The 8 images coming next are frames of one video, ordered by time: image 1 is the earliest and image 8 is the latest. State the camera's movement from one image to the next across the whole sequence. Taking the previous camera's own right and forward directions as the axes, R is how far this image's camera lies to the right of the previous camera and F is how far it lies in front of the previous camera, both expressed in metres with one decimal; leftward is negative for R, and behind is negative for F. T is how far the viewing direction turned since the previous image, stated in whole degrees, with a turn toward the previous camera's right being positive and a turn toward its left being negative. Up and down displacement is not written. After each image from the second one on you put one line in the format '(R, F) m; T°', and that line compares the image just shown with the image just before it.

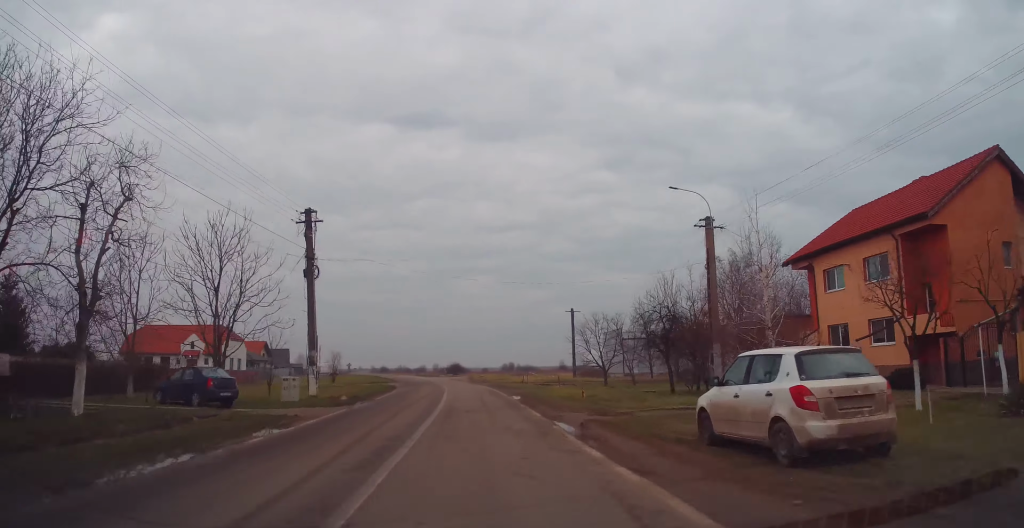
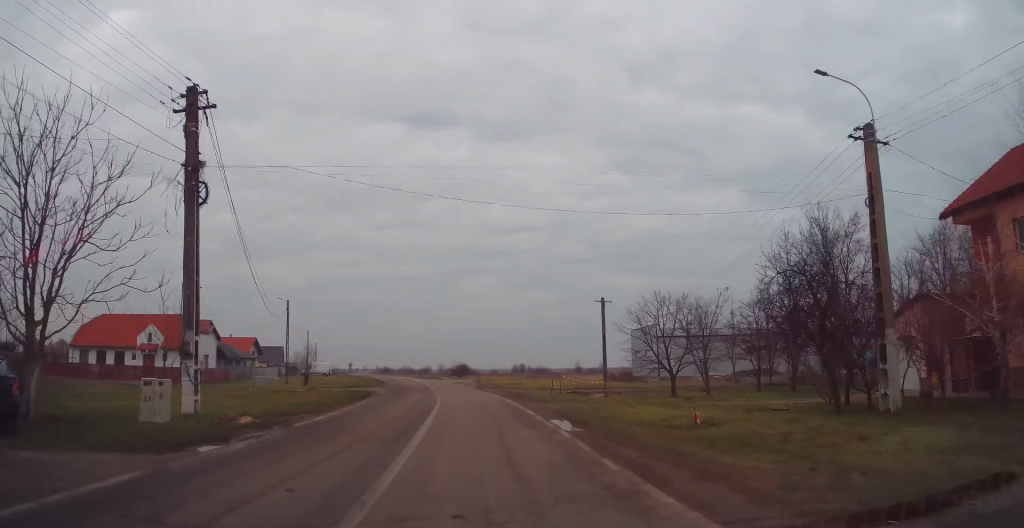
(+0.4, +13.1) m; 0°
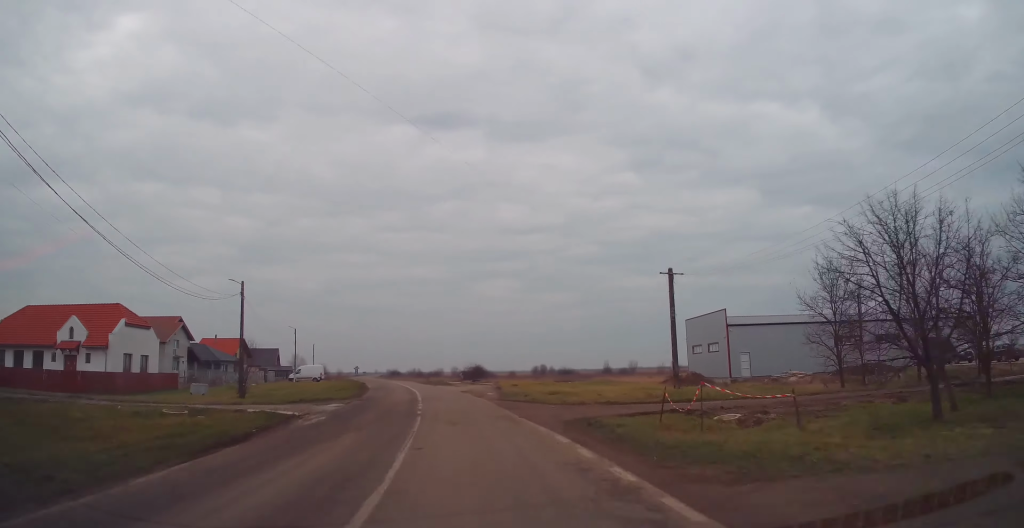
(-0.4, +17.0) m; -2°
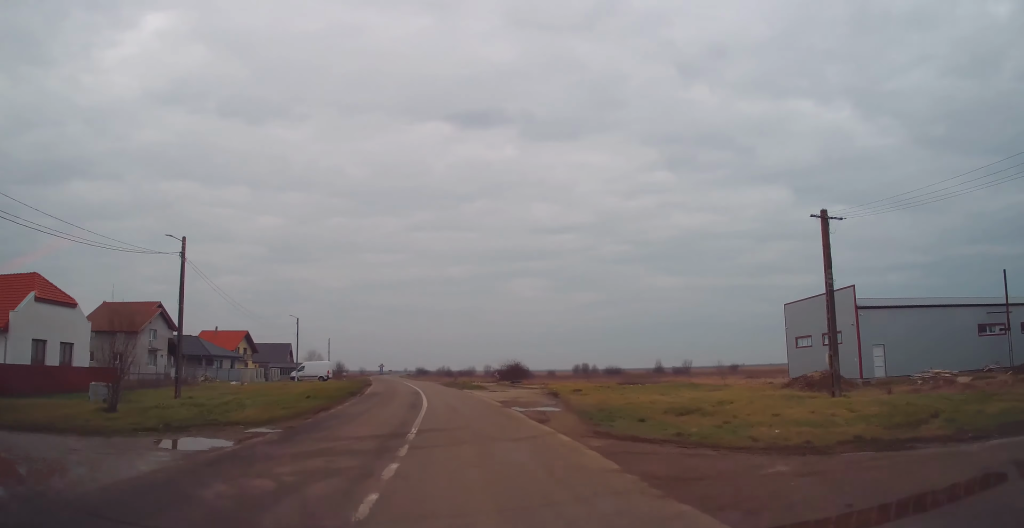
(-0.1, +15.8) m; -2°
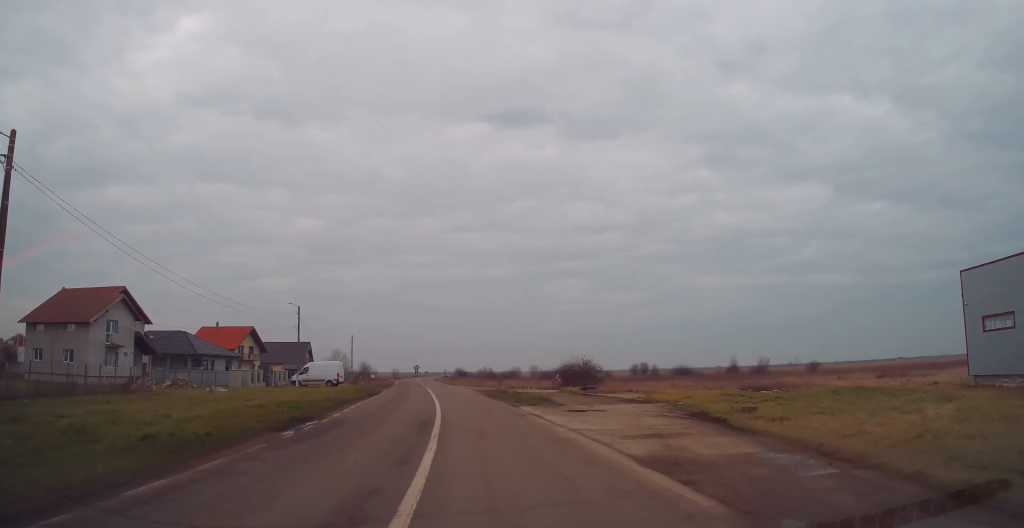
(-0.3, +17.3) m; -3°
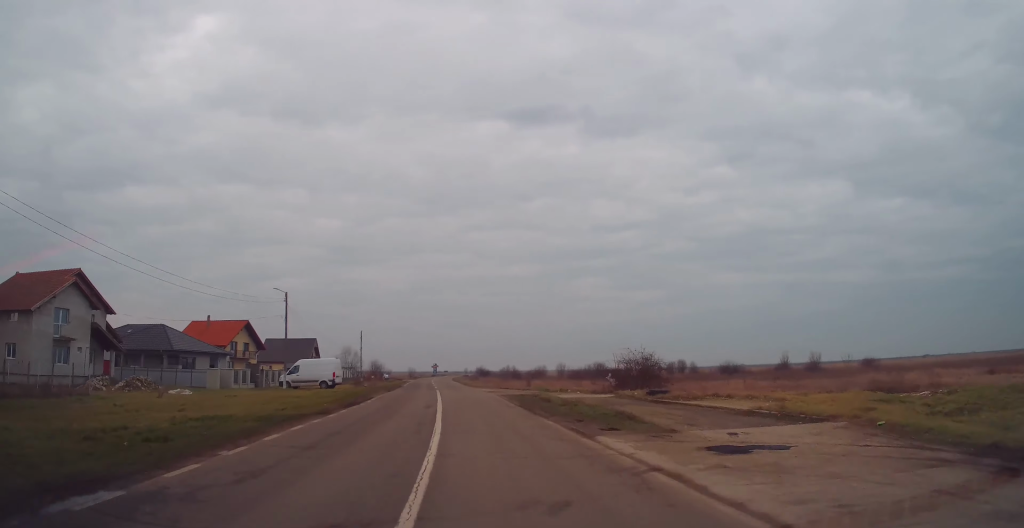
(0.0, +11.0) m; -3°
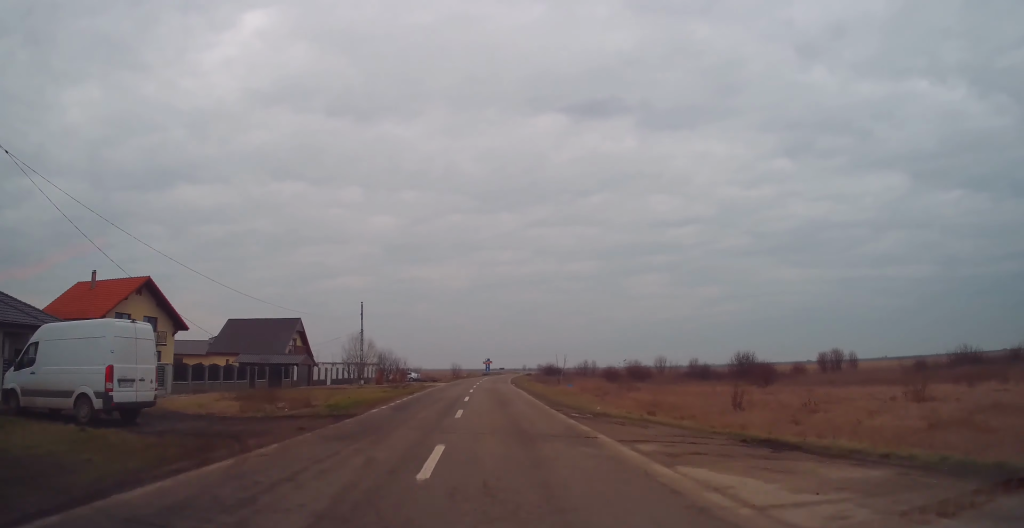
(-1.3, +39.4) m; -4°
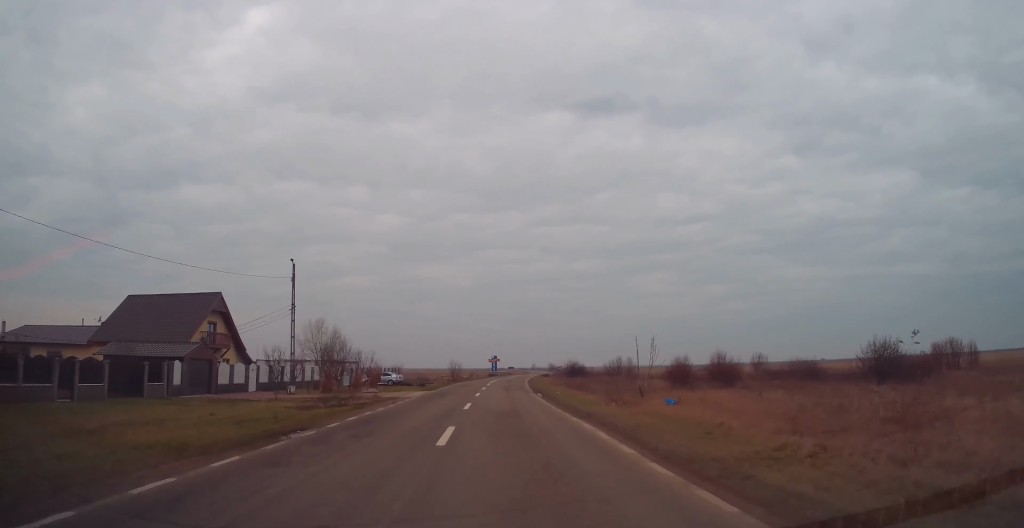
(-1.1, +24.1) m; -1°
